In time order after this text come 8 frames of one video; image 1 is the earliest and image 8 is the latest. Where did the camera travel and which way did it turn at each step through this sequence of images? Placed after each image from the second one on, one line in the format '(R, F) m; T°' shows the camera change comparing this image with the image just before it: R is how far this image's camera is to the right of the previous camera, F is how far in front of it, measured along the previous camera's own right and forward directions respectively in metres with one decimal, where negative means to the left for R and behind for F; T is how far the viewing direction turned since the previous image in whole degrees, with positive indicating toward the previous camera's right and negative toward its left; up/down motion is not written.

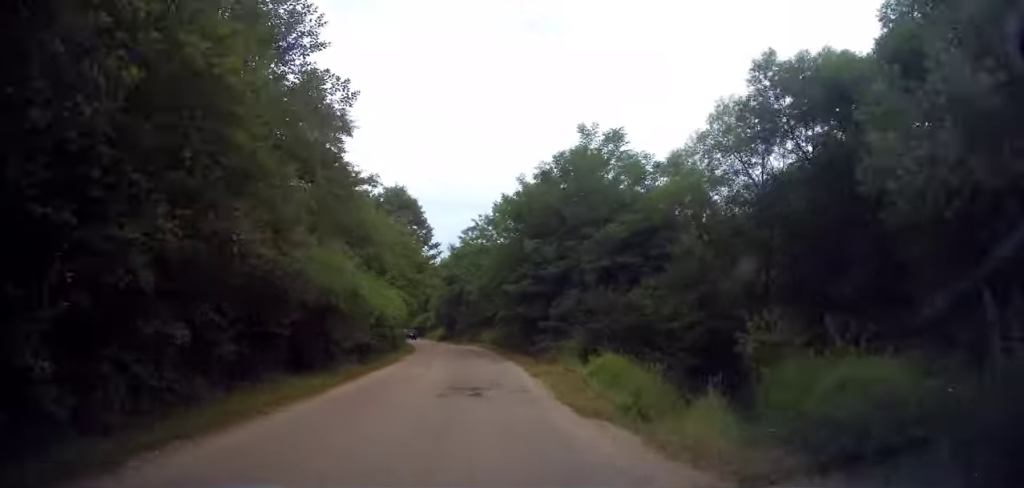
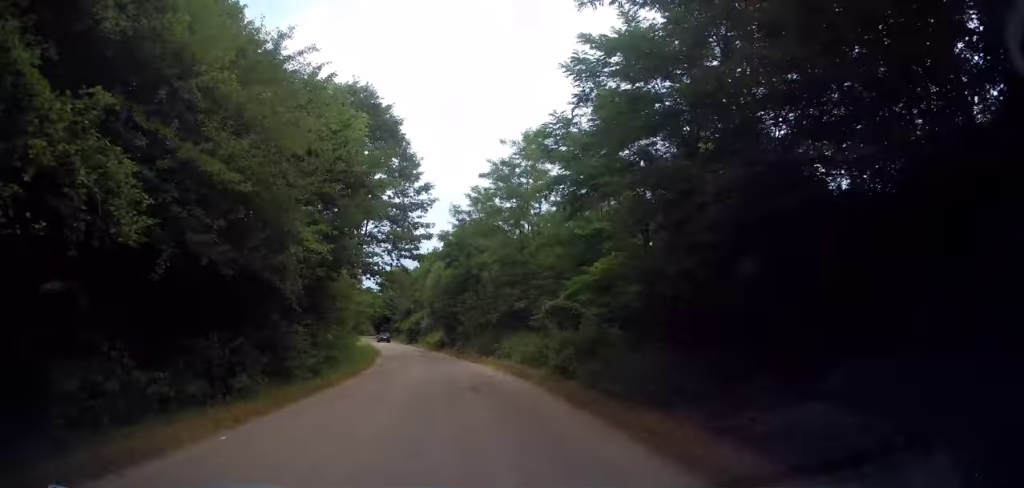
(0.0, +22.0) m; -2°
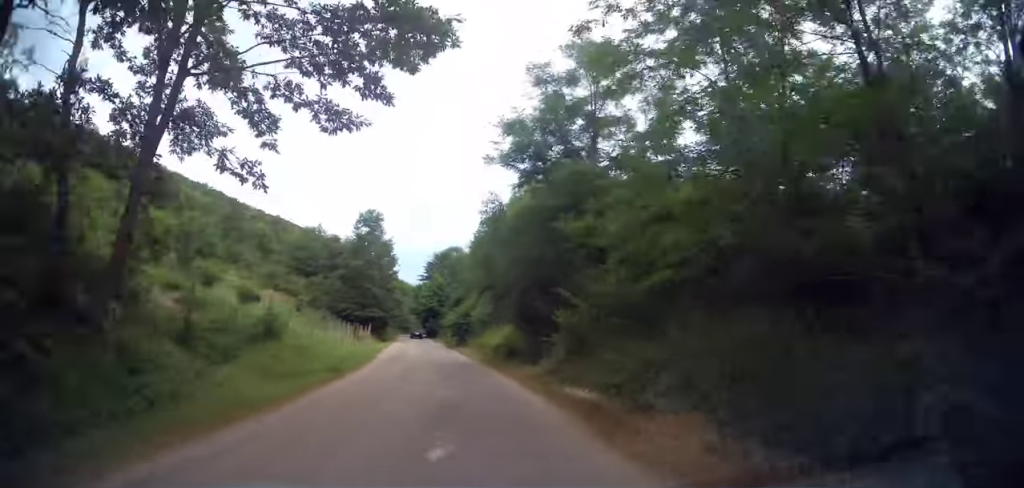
(-0.3, +23.8) m; -3°
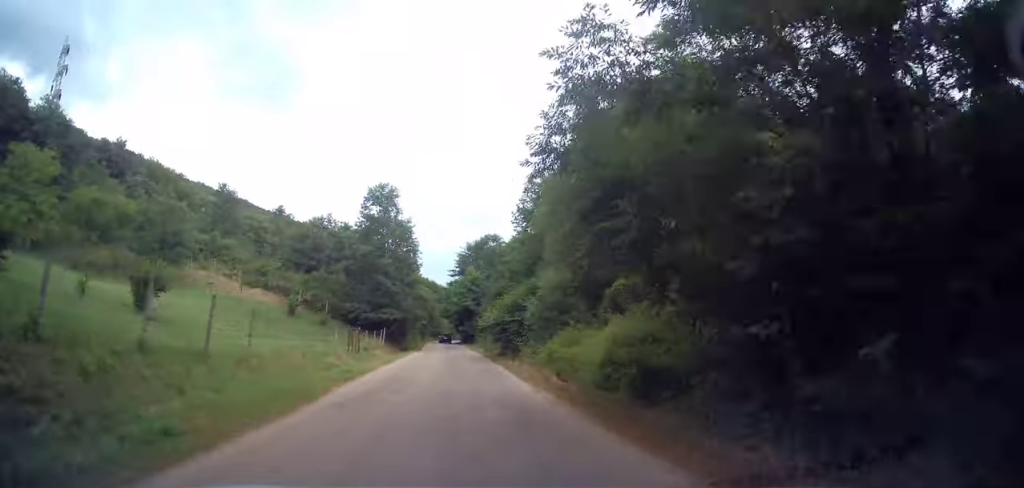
(-0.8, +14.4) m; -5°
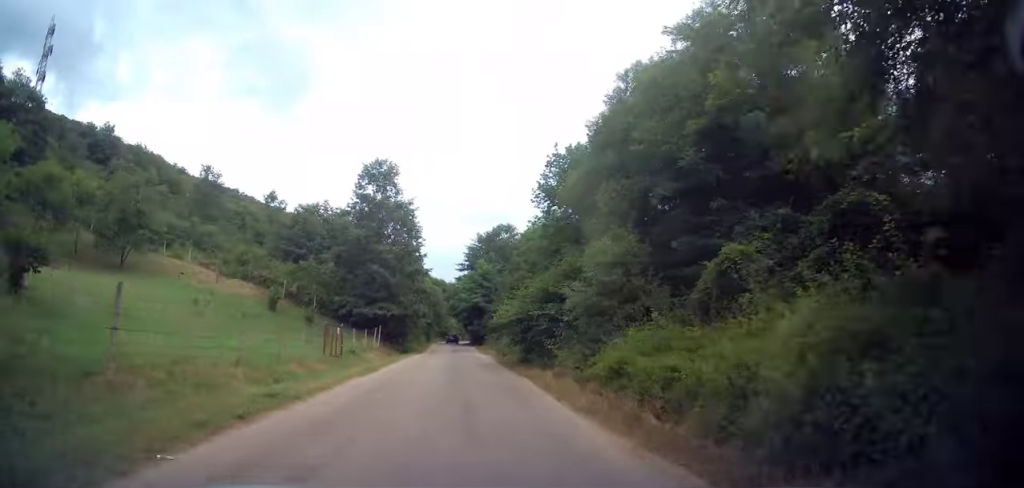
(-0.2, +7.0) m; -1°
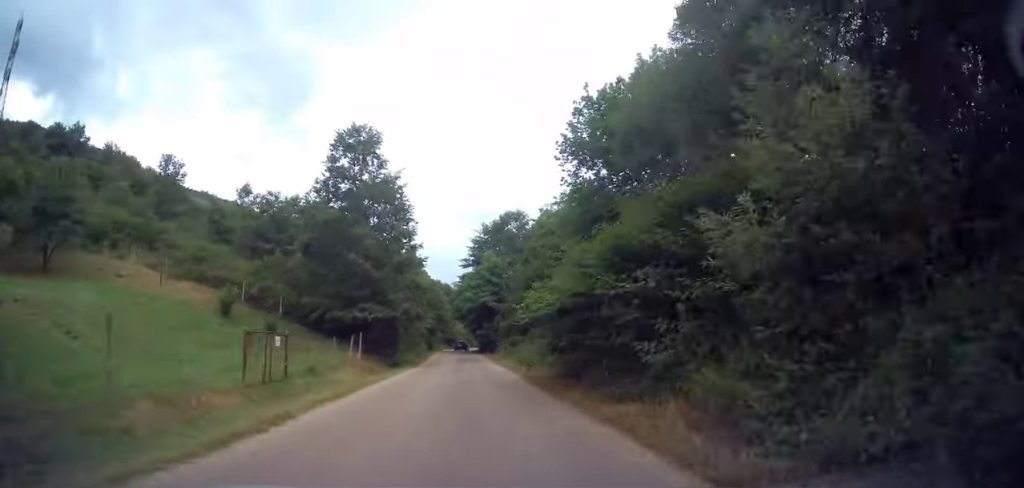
(-0.1, +9.3) m; -1°
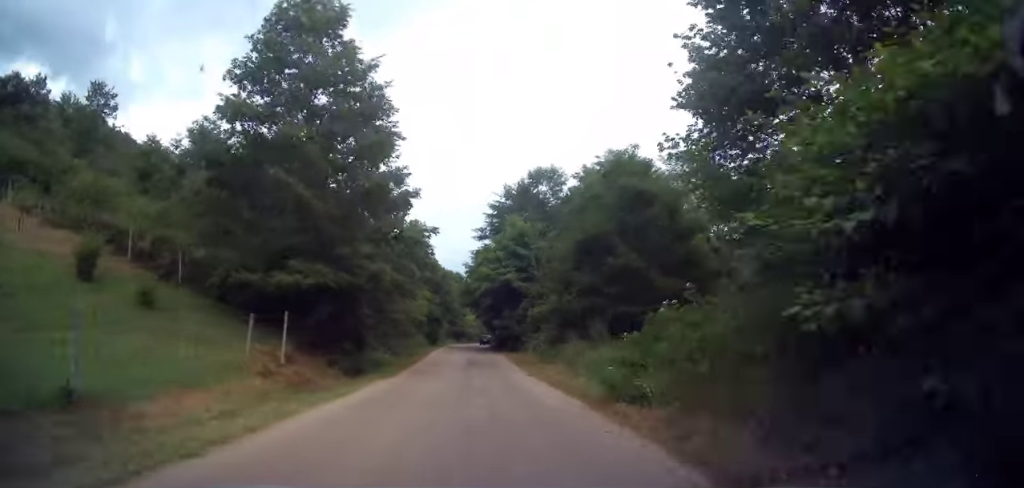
(-0.1, +14.1) m; -1°
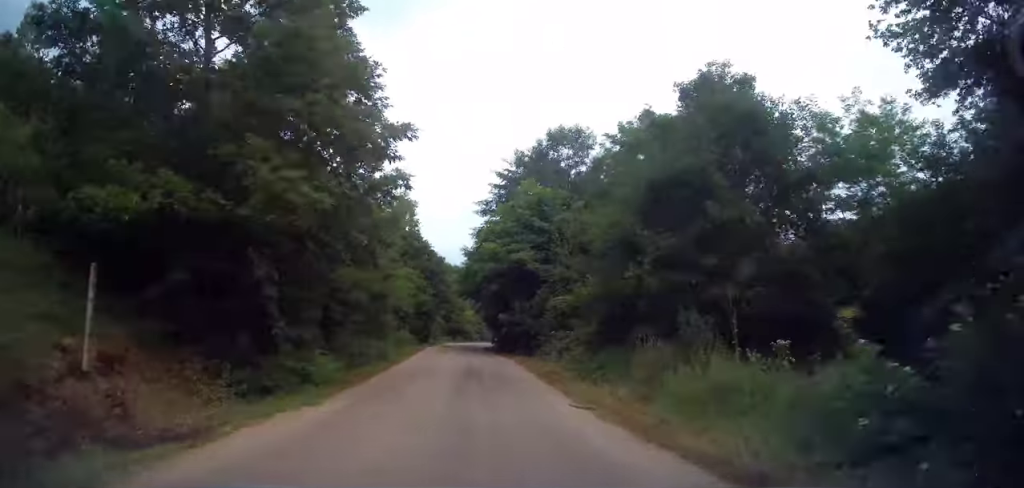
(-0.3, +9.0) m; 0°
